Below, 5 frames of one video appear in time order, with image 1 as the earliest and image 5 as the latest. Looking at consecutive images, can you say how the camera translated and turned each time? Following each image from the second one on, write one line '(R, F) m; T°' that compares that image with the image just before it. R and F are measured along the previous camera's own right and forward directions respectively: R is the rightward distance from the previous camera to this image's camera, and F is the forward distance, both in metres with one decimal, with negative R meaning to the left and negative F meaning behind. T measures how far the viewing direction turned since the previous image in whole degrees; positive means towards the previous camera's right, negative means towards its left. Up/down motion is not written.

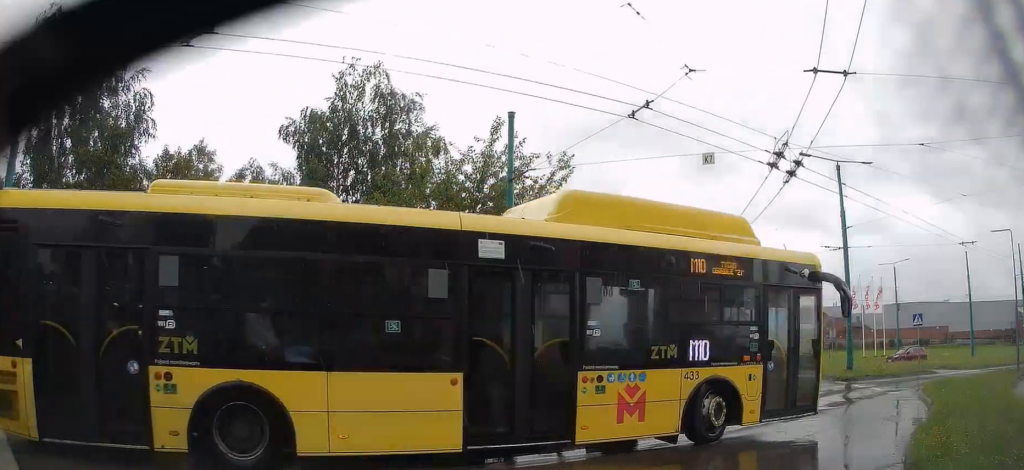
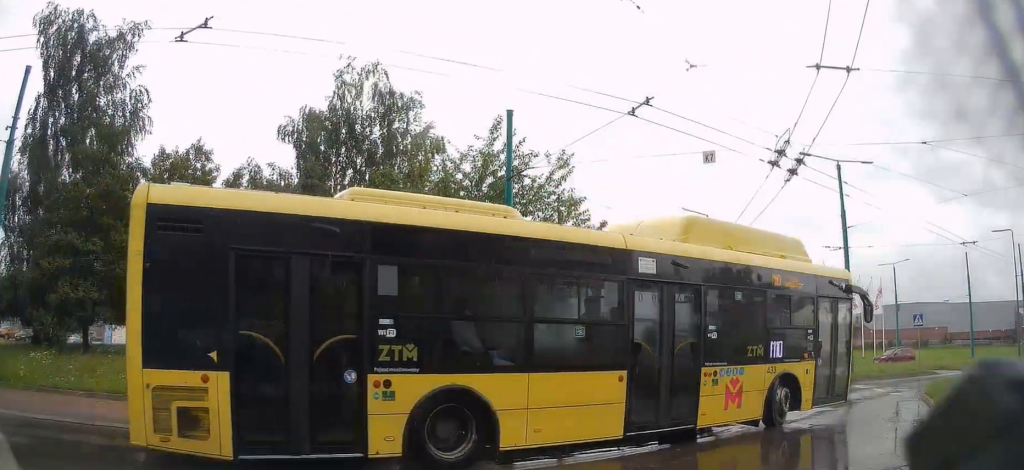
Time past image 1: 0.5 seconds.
(0.0, +0.1) m; 0°
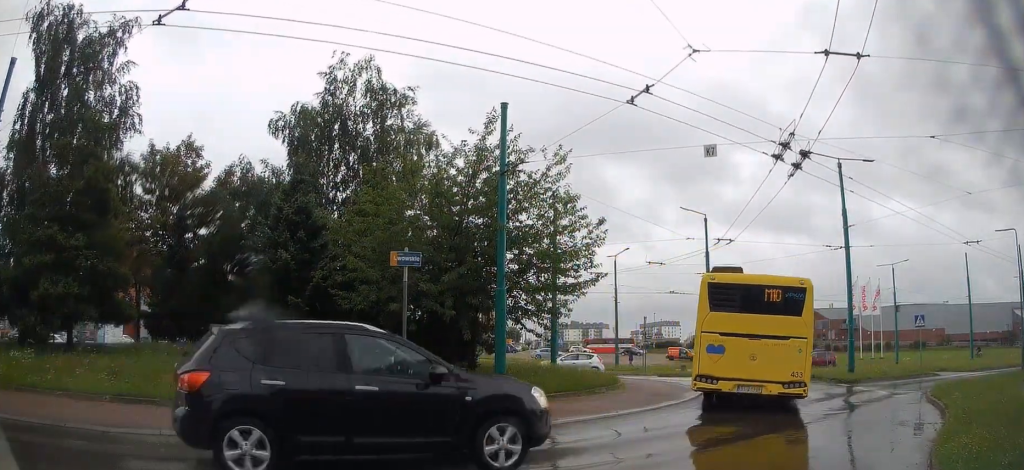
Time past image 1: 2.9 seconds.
(-0.3, +0.6) m; 0°
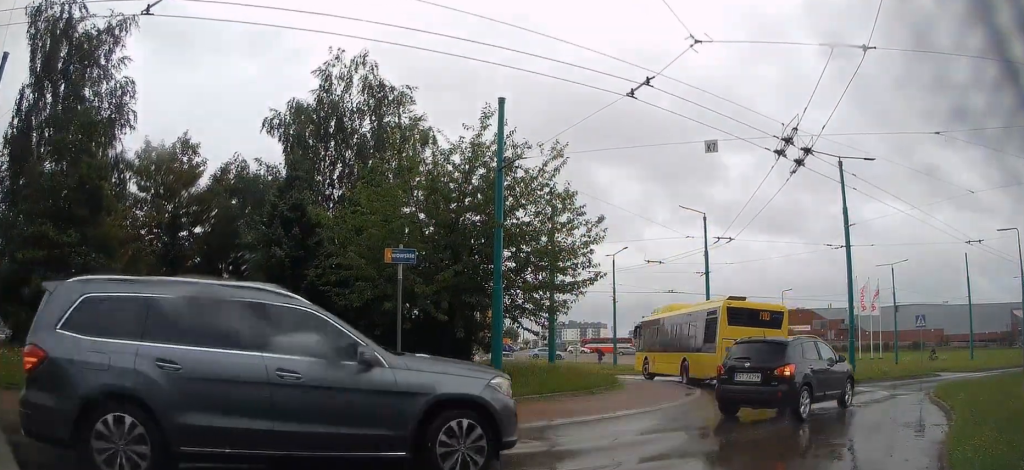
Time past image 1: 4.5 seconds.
(-0.1, +0.3) m; 0°
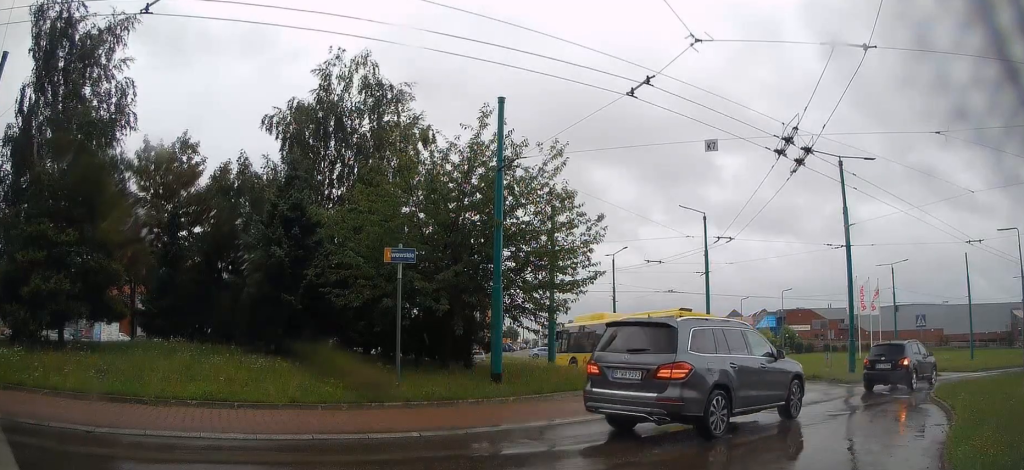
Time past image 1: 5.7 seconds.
(+0.1, +0.1) m; 0°
